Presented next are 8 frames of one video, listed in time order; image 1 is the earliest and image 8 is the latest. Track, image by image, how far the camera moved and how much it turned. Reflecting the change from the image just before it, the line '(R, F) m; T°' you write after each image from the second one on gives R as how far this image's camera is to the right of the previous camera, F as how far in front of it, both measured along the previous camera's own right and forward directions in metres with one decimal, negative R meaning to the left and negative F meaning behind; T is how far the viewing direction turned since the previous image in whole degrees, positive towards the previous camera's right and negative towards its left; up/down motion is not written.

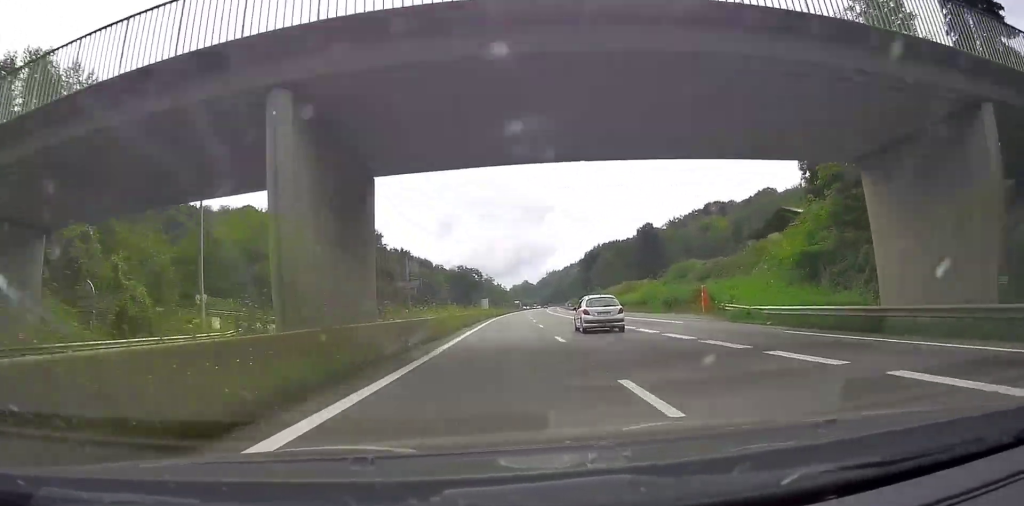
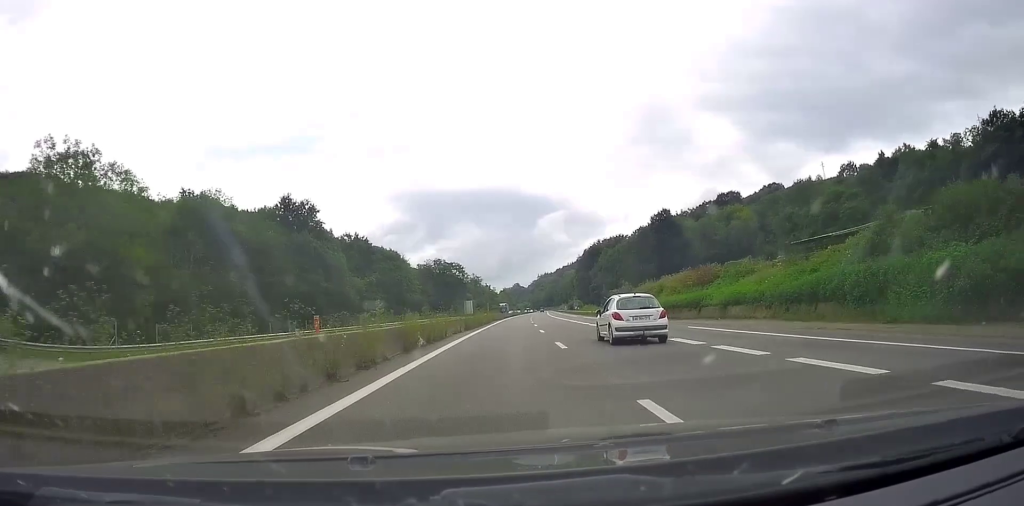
(+0.3, +40.9) m; +1°
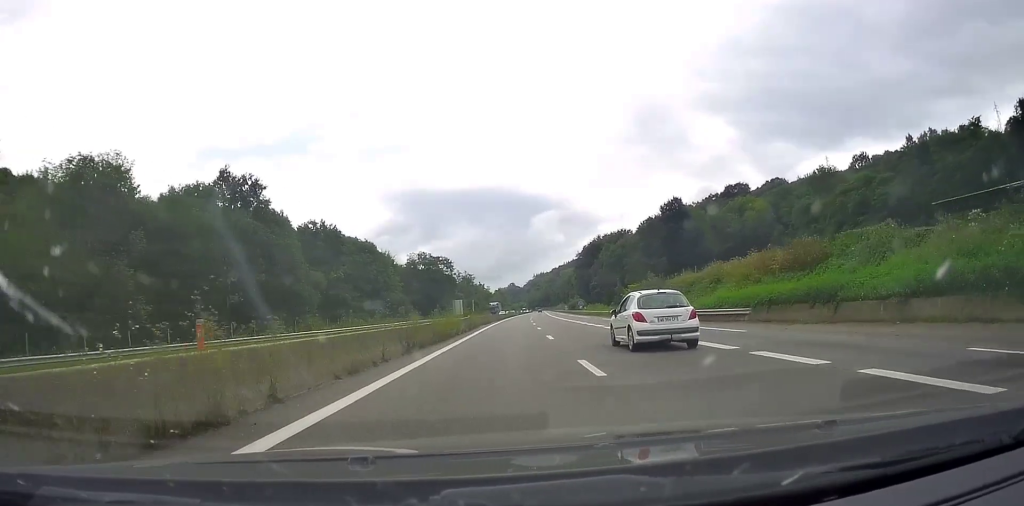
(+0.2, +20.2) m; +1°
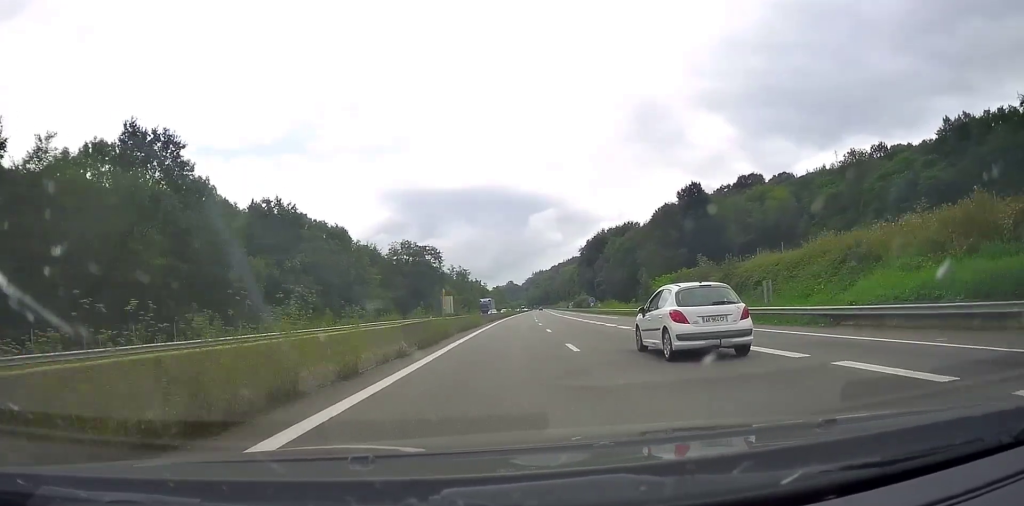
(+0.1, +20.9) m; +1°
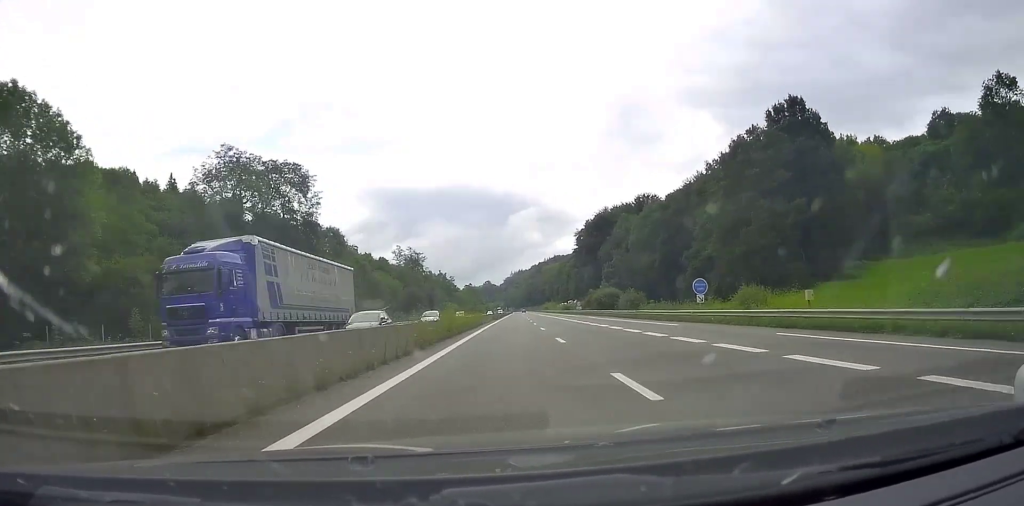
(+1.0, +72.7) m; +2°
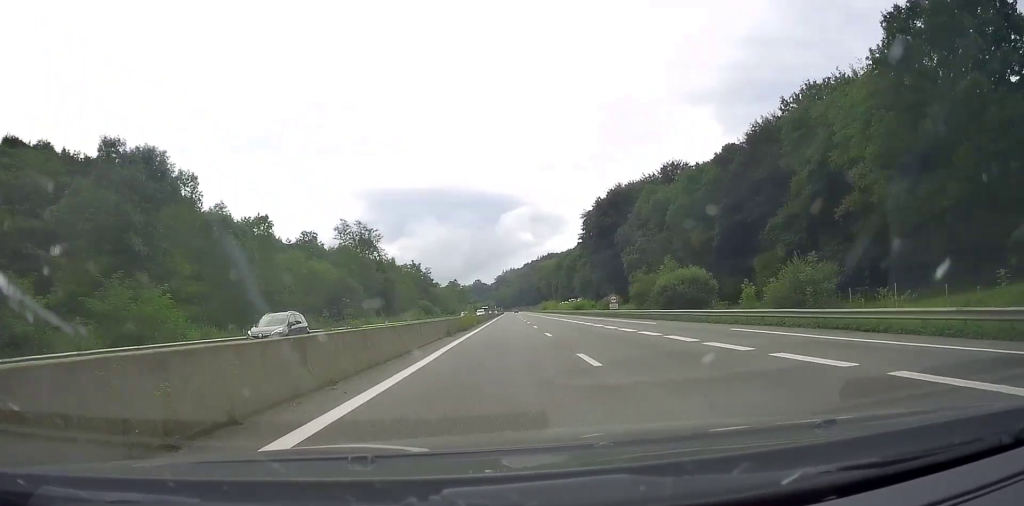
(+0.9, +46.9) m; +1°
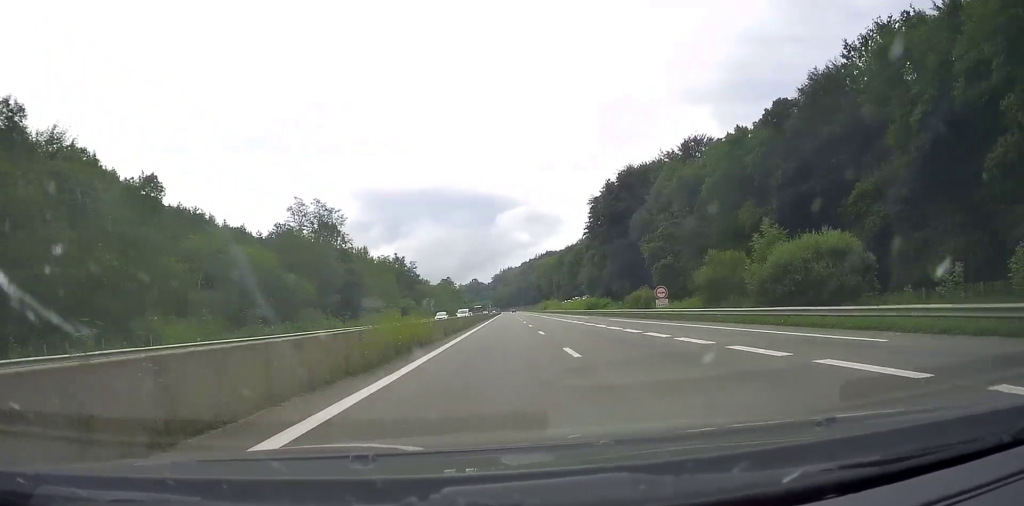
(0.0, +23.7) m; 0°
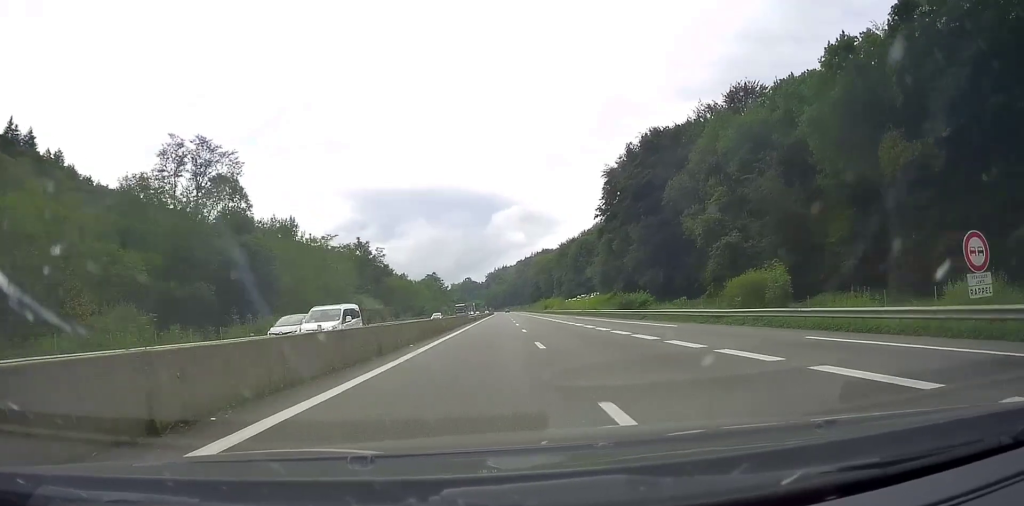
(+0.2, +35.4) m; 0°
